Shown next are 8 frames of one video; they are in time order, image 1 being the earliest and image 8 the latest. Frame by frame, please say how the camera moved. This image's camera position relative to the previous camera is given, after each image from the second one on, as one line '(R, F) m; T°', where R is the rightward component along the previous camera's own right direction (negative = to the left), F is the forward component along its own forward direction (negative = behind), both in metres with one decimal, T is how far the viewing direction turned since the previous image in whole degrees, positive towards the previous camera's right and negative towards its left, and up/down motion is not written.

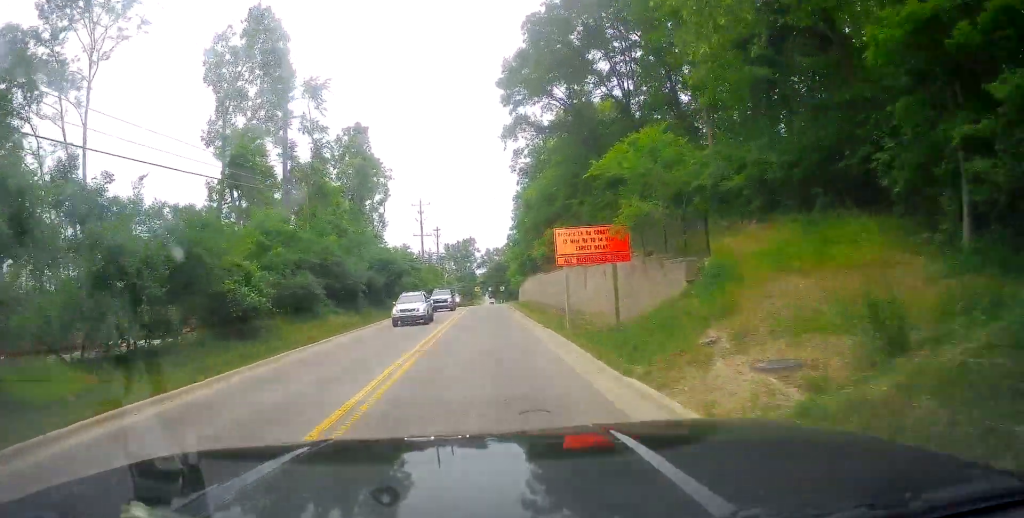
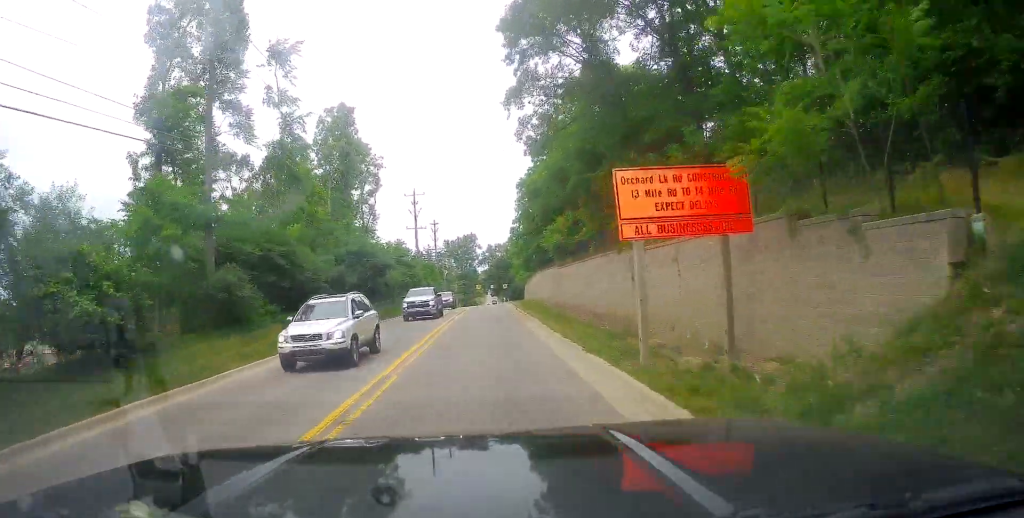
(-0.1, +9.4) m; 0°
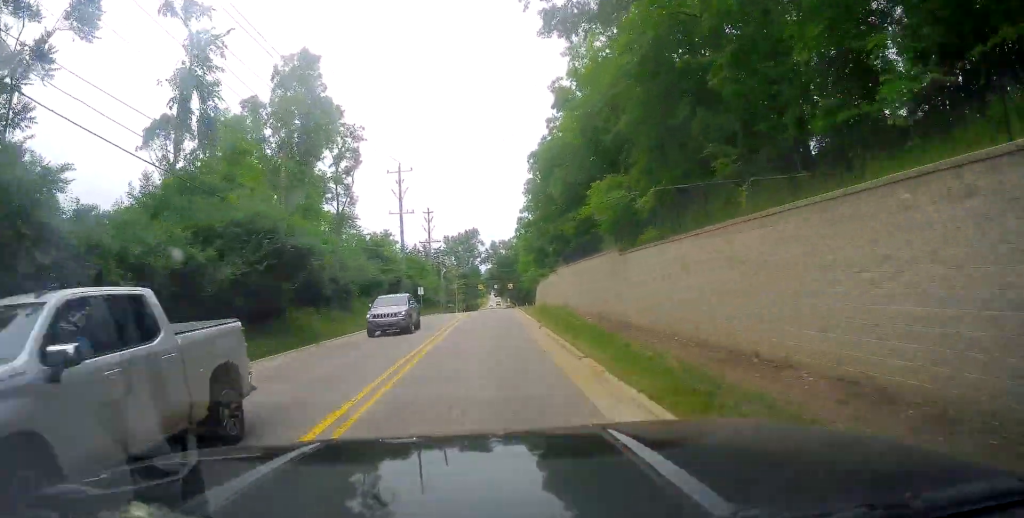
(-0.1, +17.7) m; 0°
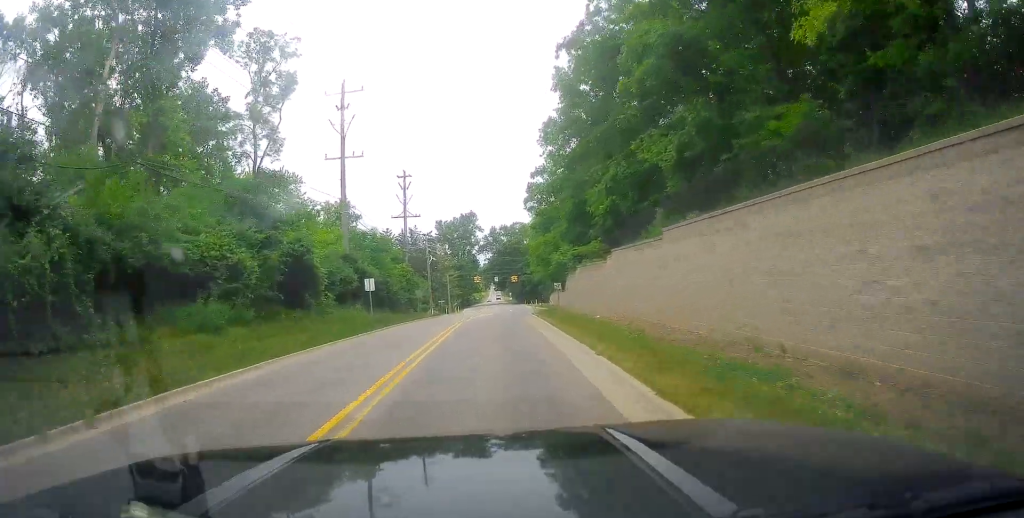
(+0.4, +27.4) m; -2°
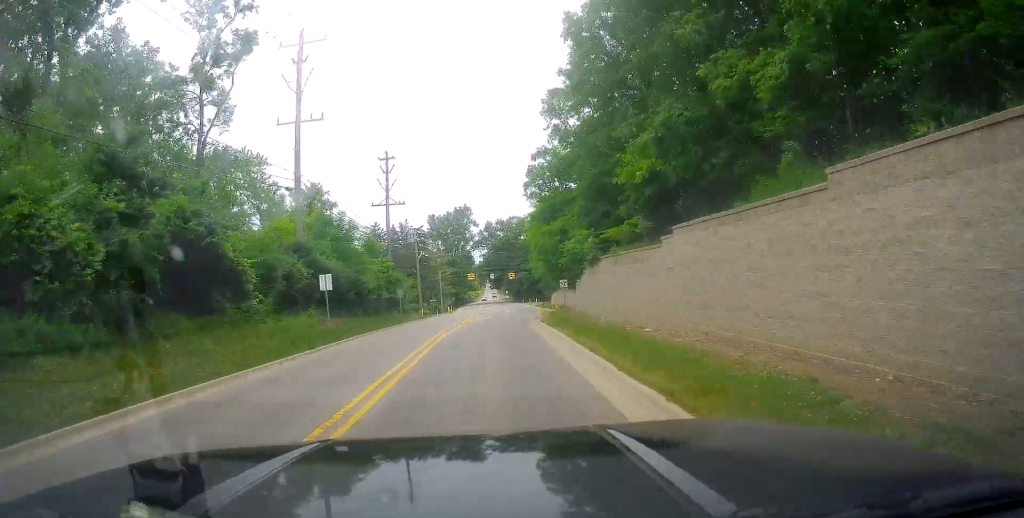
(-0.3, +9.2) m; 0°
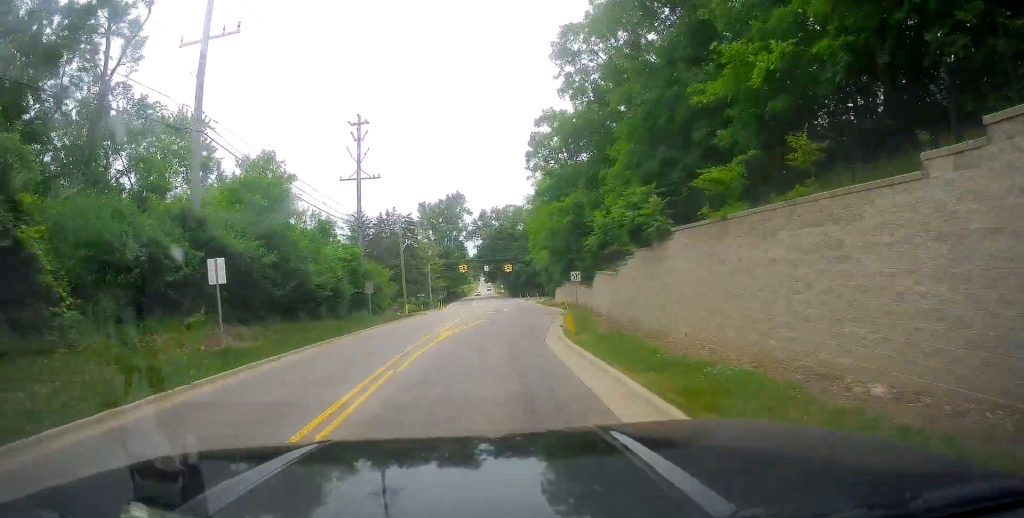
(-0.4, +11.5) m; 0°
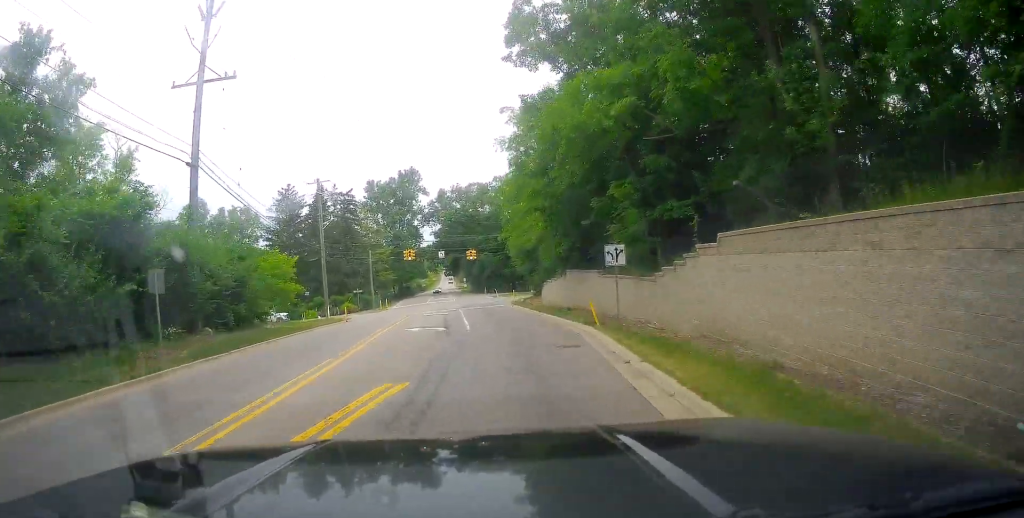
(+1.0, +24.4) m; +2°
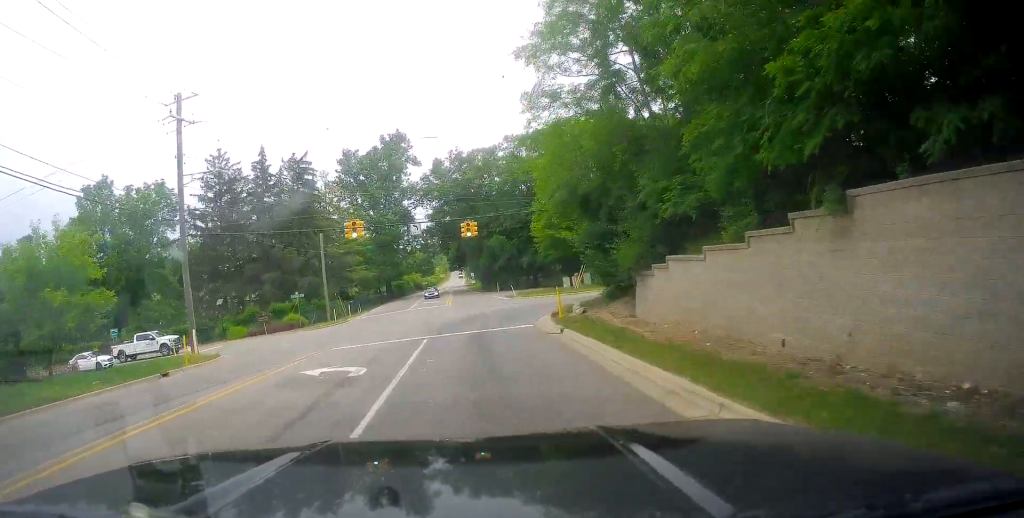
(+0.4, +29.4) m; +3°
